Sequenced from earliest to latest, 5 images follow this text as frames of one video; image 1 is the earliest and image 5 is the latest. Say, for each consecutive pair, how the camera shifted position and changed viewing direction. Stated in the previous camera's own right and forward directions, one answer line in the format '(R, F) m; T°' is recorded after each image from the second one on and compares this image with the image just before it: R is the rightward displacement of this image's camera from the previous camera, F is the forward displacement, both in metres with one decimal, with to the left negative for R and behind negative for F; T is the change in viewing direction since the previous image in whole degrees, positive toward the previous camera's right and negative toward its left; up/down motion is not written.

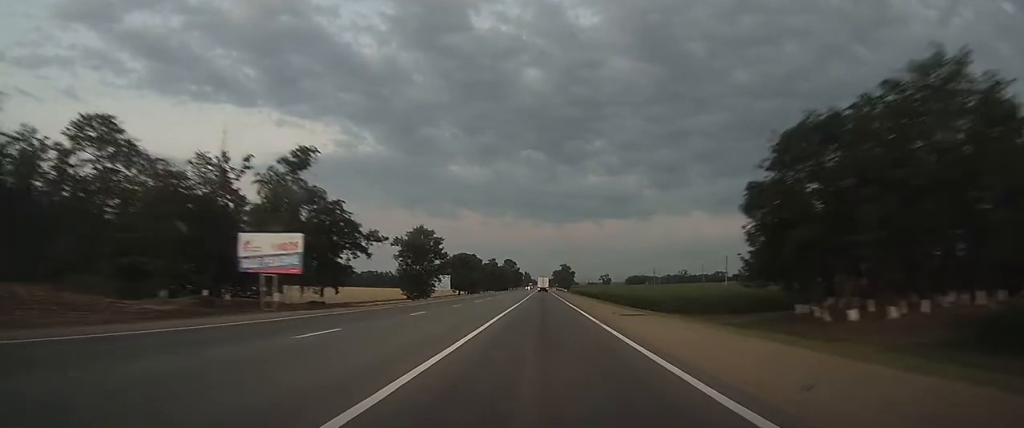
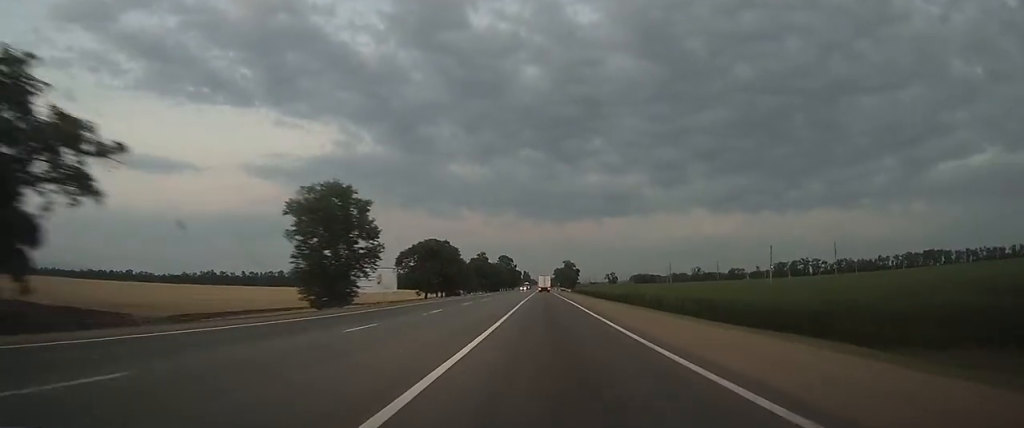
(-0.1, +45.3) m; 0°
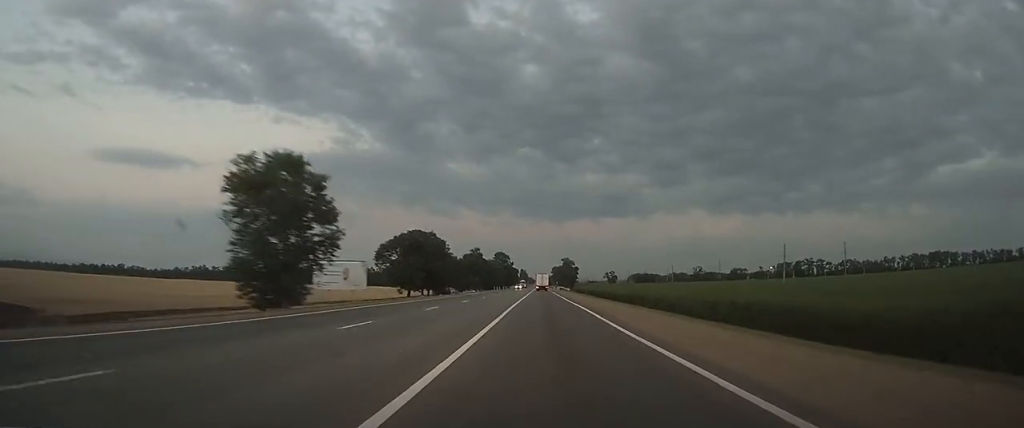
(0.0, +12.3) m; 0°
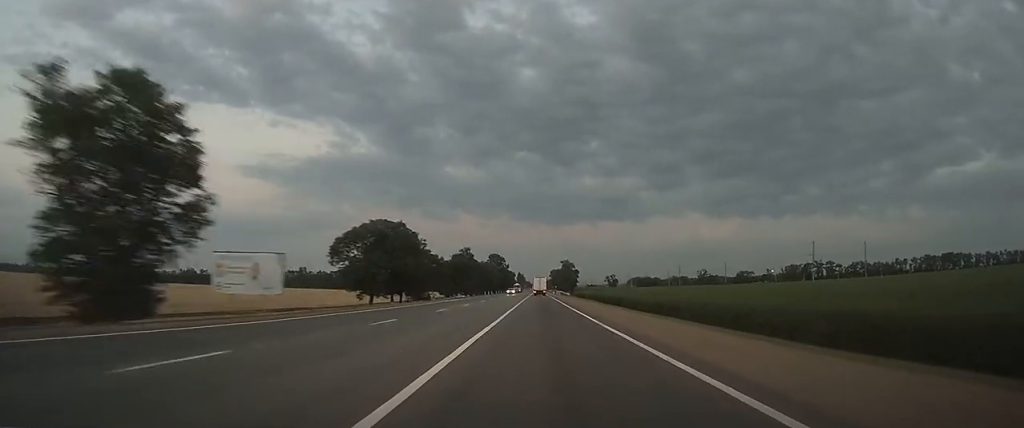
(+0.1, +20.7) m; 0°
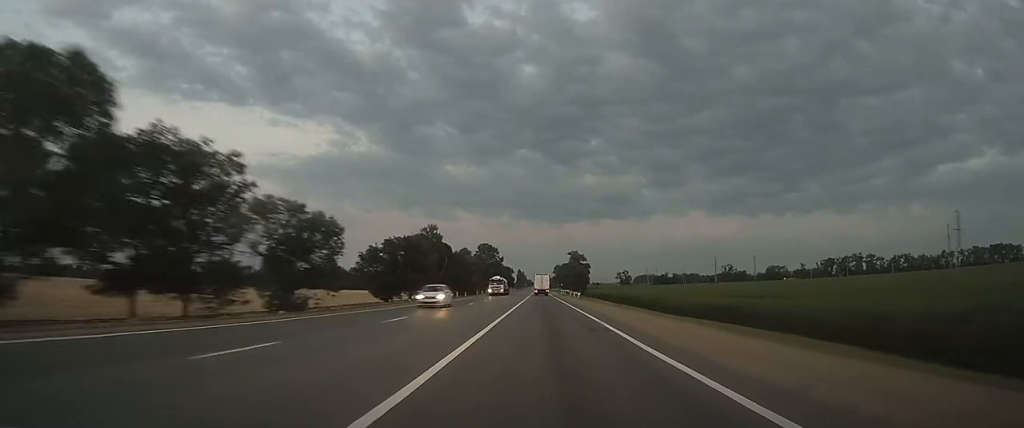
(0.0, +58.1) m; 0°
